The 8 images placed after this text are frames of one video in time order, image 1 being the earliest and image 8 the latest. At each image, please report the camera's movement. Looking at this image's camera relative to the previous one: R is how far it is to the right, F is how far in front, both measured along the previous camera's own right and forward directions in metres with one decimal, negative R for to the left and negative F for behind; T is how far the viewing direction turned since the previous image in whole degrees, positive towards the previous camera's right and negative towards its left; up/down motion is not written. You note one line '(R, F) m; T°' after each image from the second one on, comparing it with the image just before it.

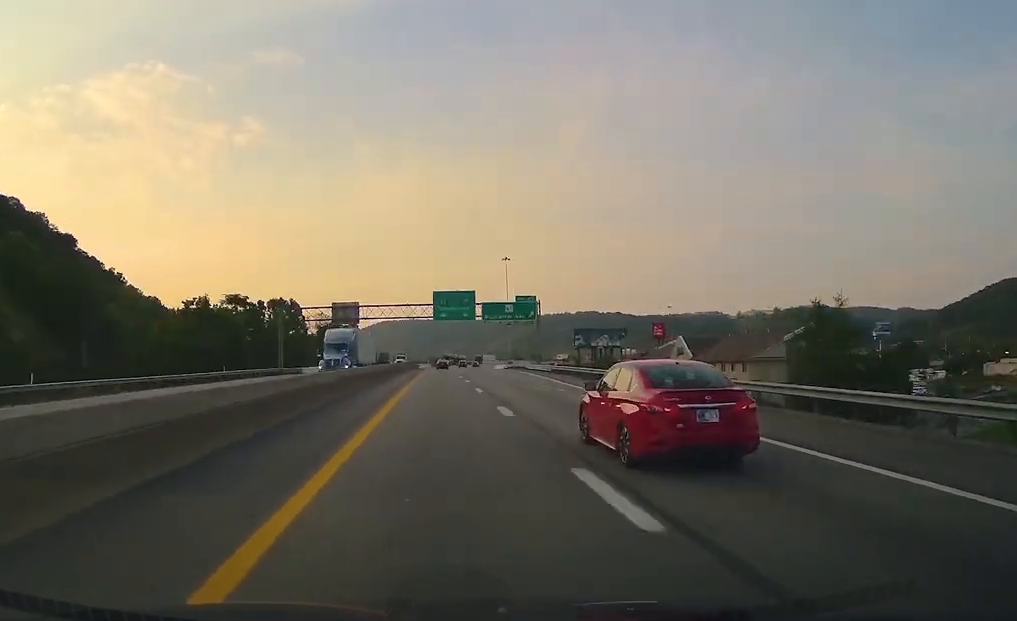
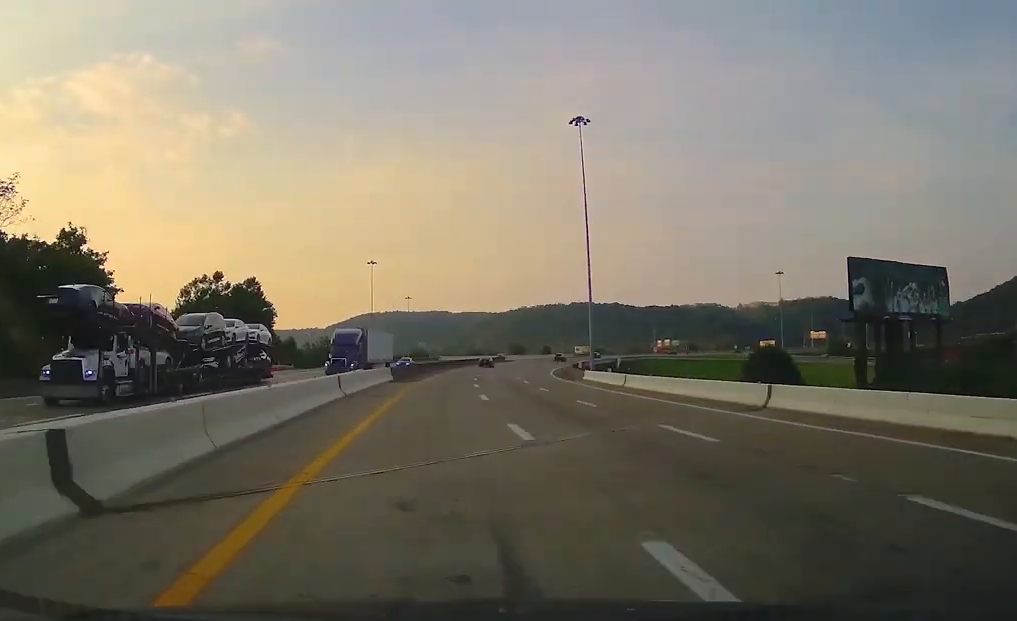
(+1.9, +122.6) m; +7°
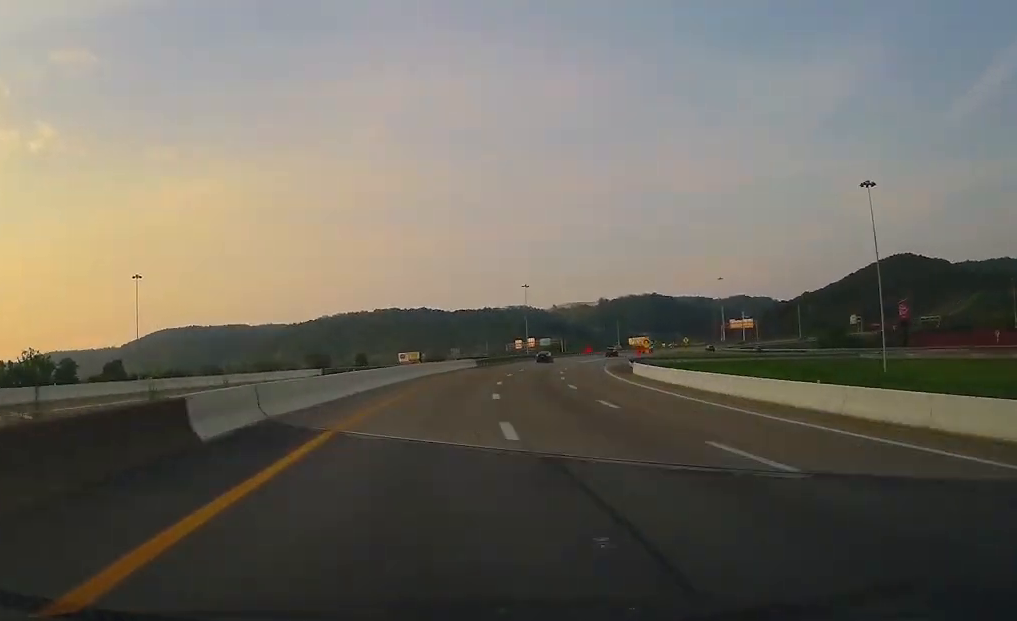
(+14.2, +124.9) m; +18°
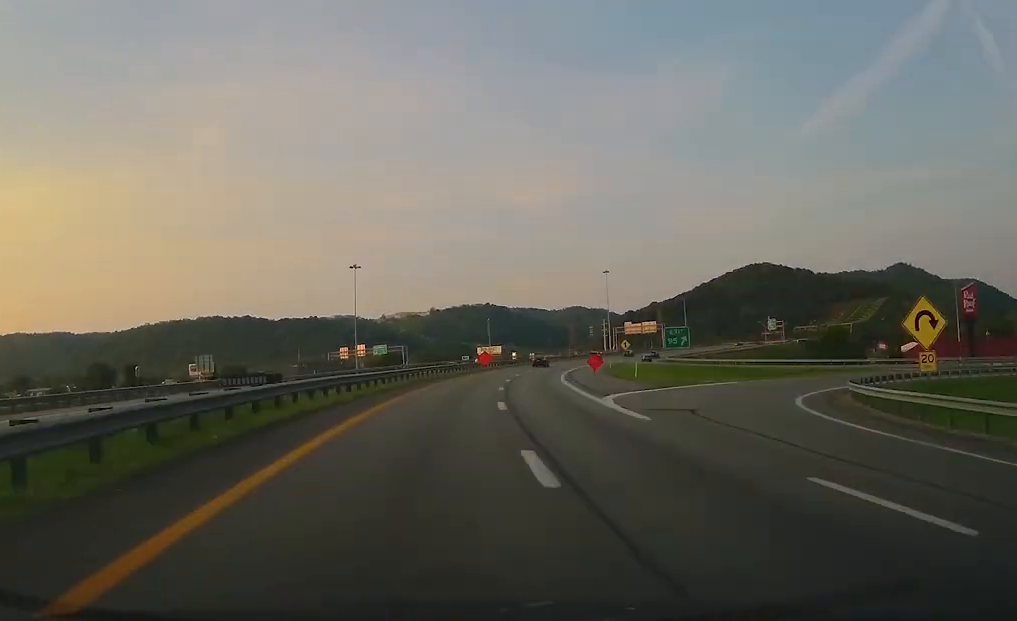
(+14.0, +74.5) m; +15°
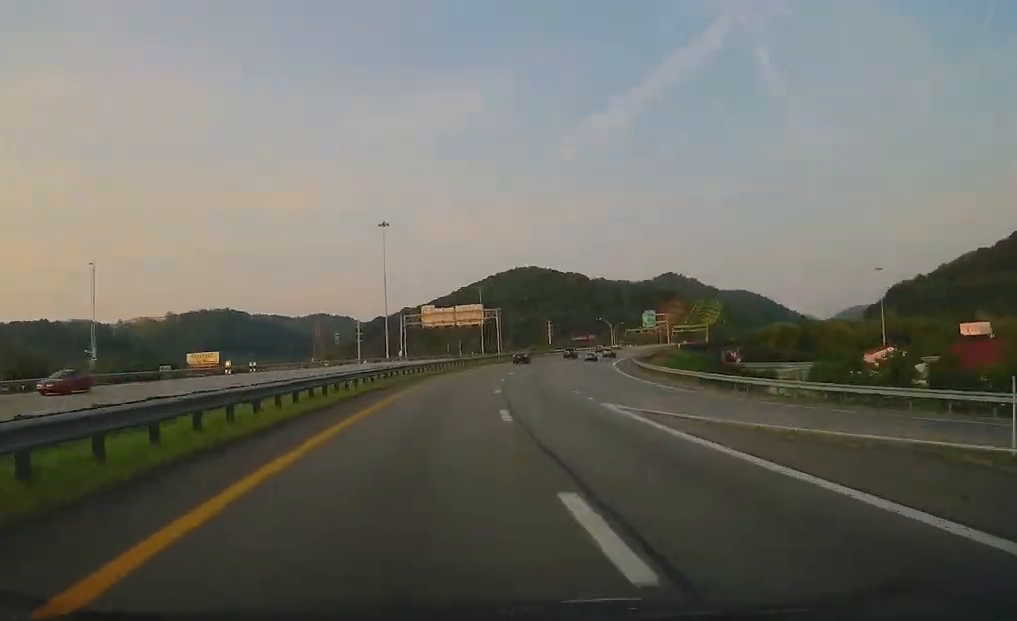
(+22.0, +110.3) m; +20°
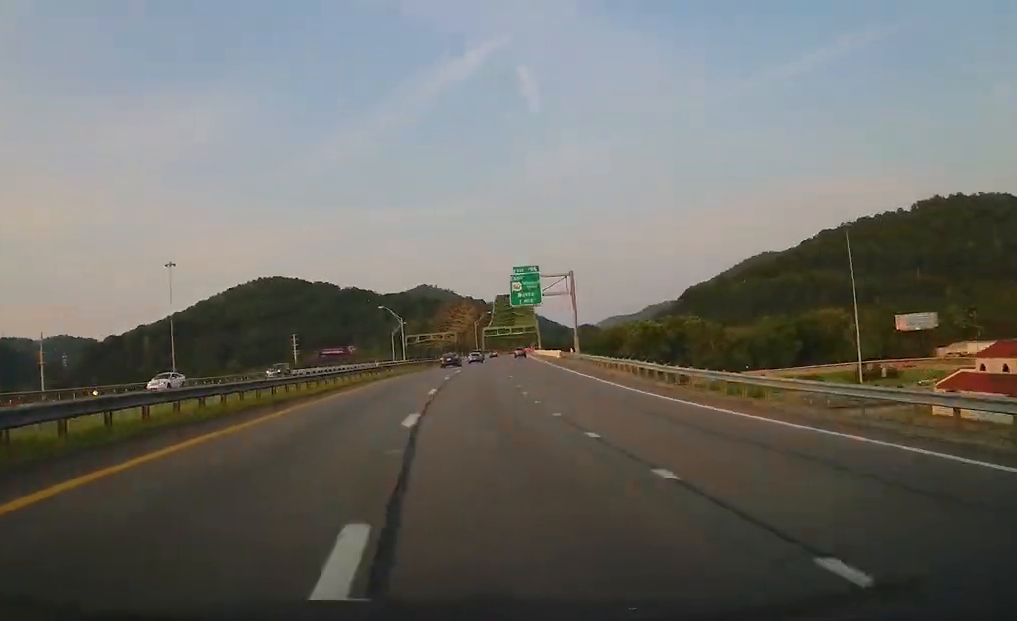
(+18.2, +112.9) m; +13°
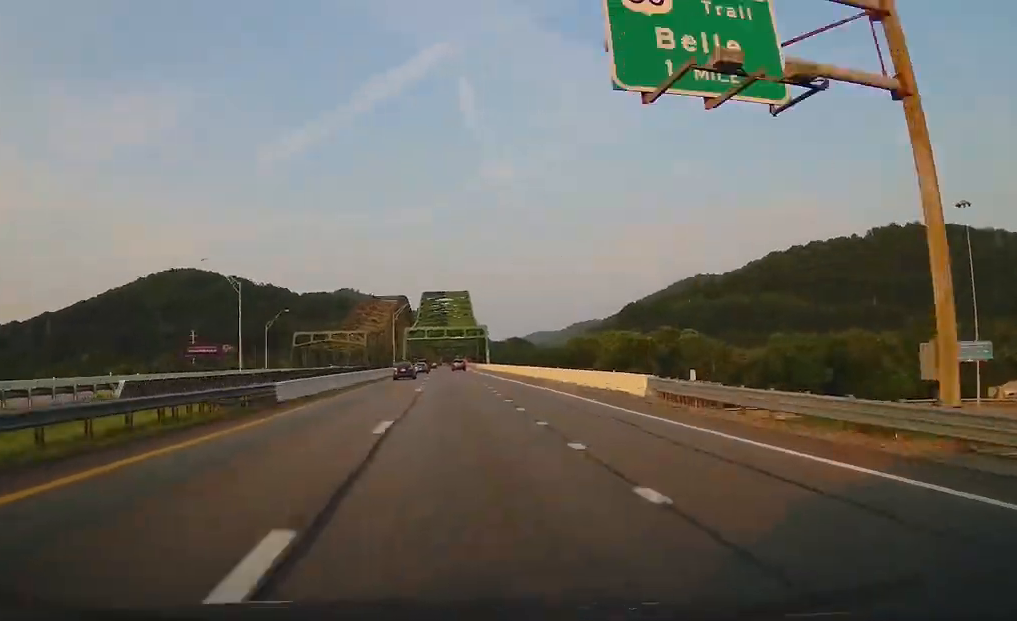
(+3.6, +62.6) m; +5°
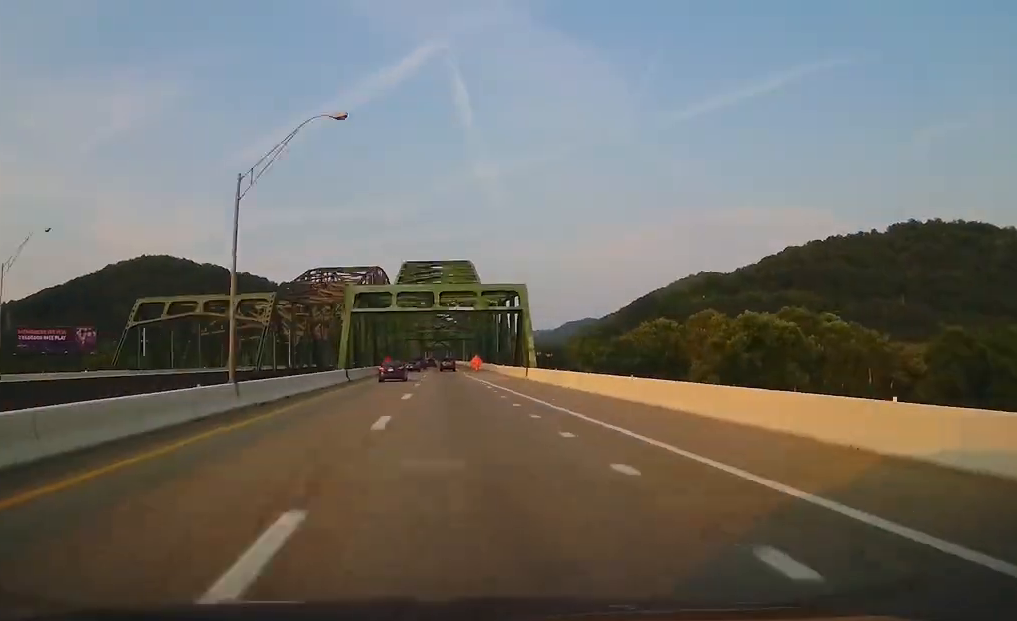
(+2.1, +69.6) m; +1°
